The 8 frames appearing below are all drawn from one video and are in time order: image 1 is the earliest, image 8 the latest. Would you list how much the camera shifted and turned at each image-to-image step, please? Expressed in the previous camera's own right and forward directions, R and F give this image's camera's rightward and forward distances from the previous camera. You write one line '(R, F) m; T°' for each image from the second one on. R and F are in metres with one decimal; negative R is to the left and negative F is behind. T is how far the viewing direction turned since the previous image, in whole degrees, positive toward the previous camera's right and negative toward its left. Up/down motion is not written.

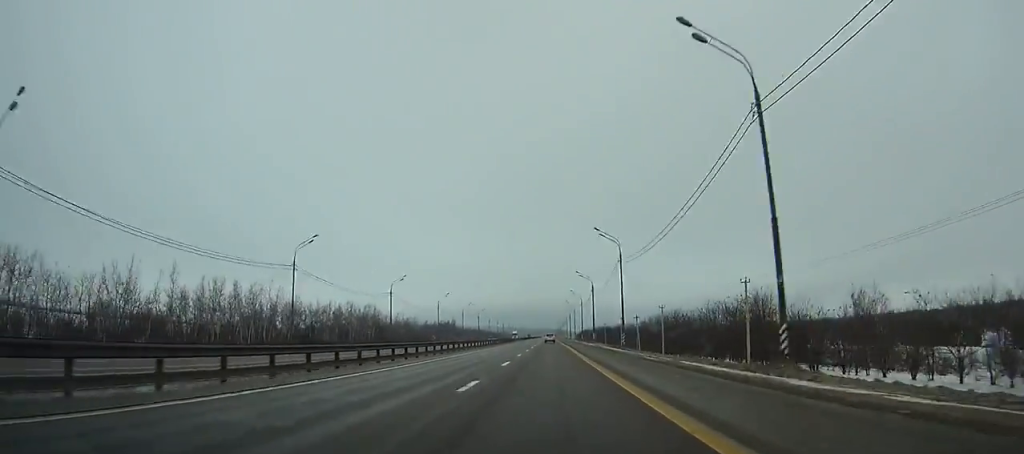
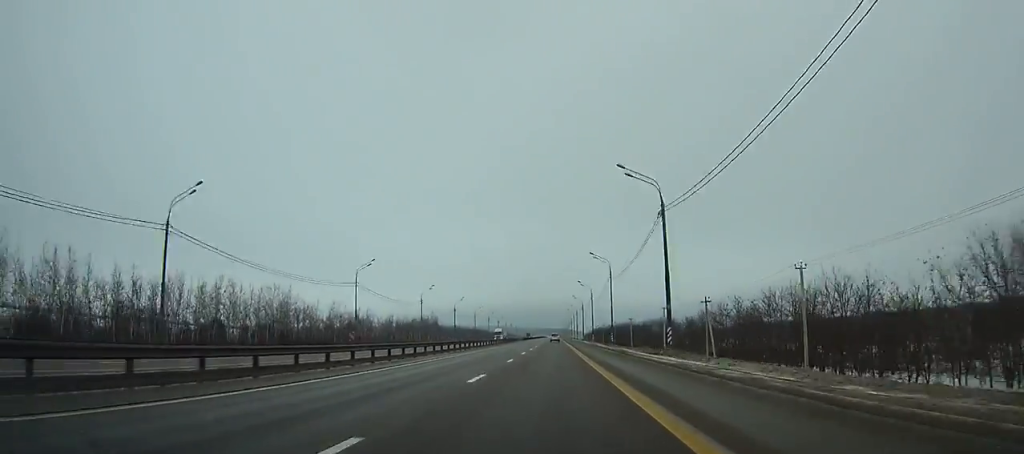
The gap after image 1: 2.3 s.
(-0.3, +57.1) m; 0°
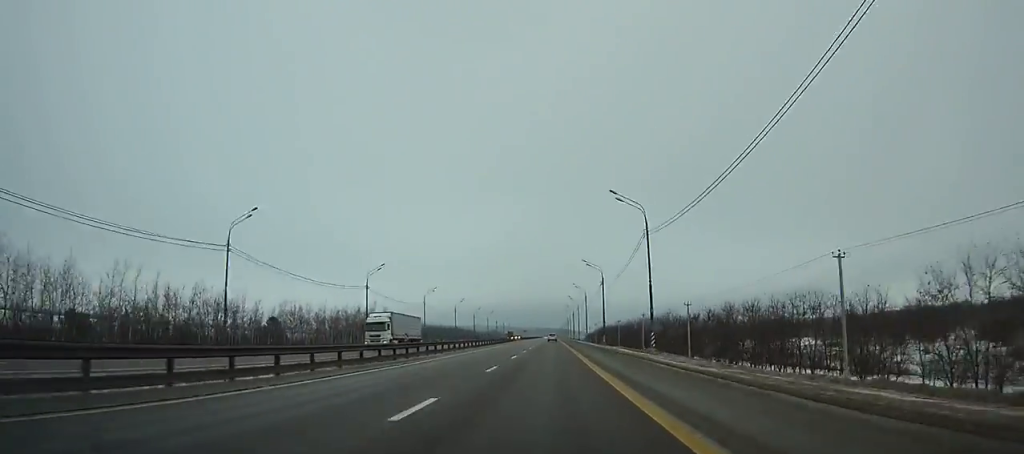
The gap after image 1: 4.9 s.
(0.0, +65.2) m; 0°
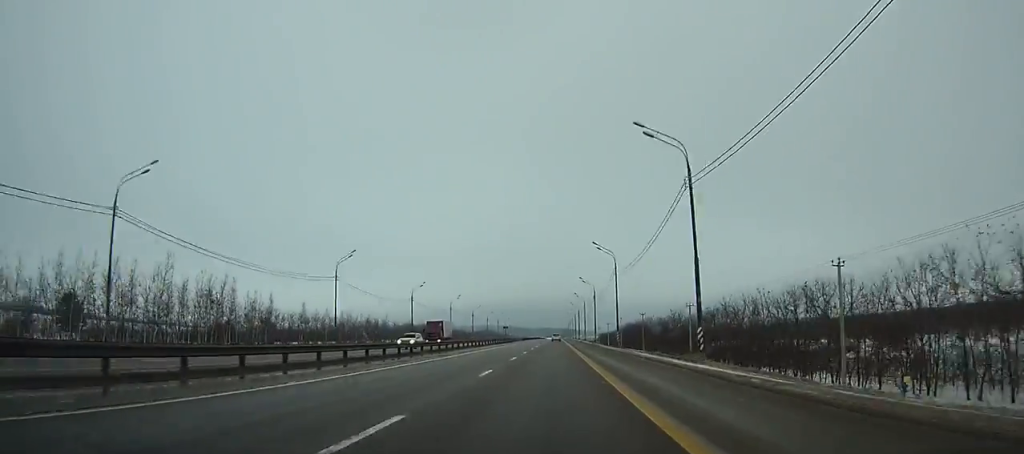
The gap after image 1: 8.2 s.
(0.0, +83.8) m; 0°
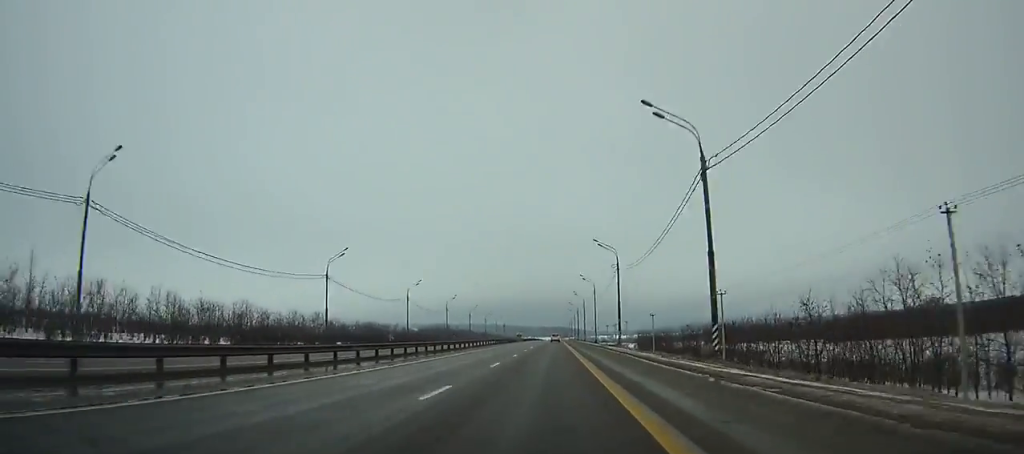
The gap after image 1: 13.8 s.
(+0.3, +144.9) m; 0°
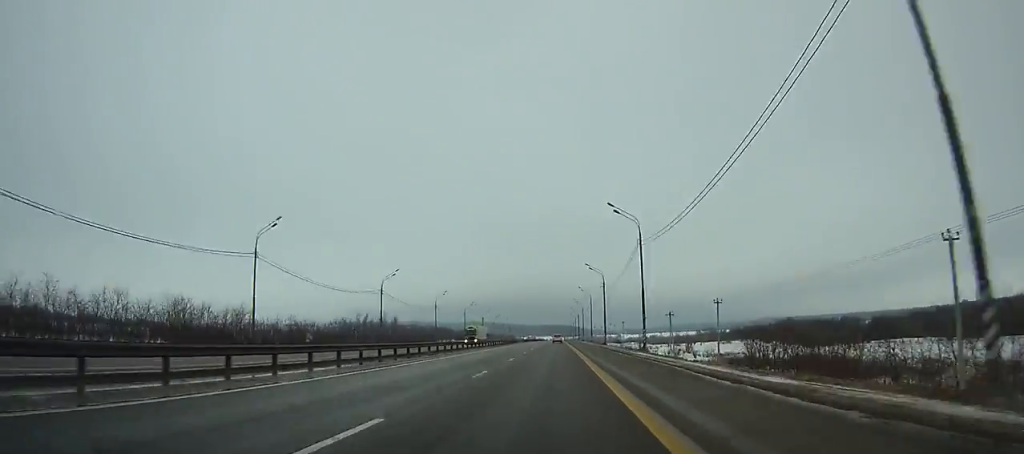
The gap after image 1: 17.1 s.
(-0.3, +86.7) m; 0°
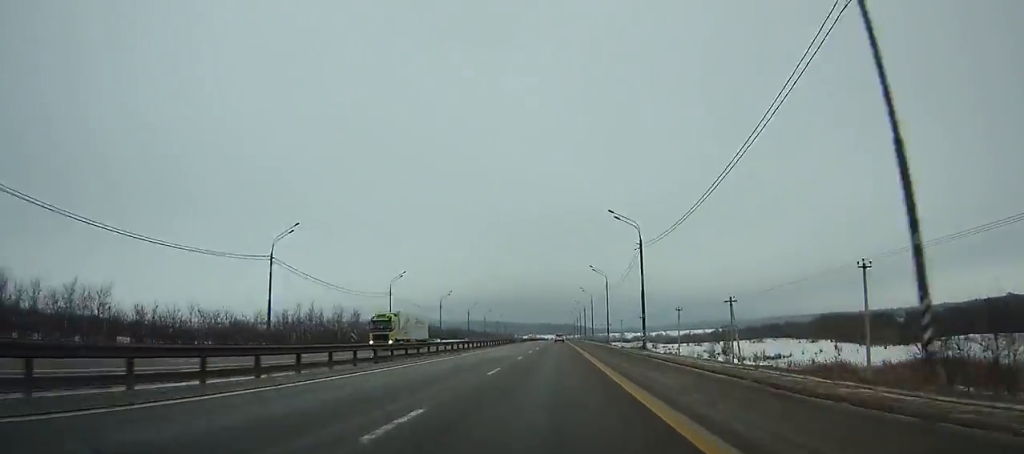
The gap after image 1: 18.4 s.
(0.0, +34.3) m; 0°
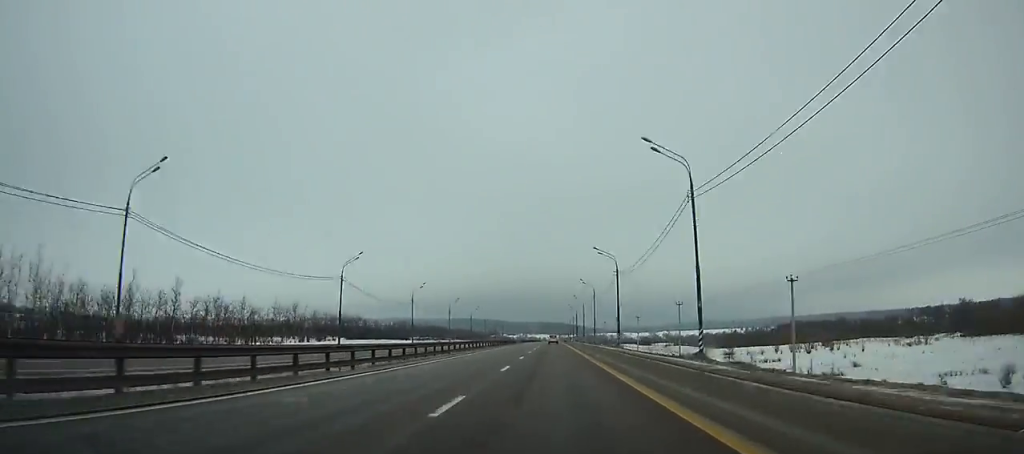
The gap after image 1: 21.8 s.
(+0.2, +90.4) m; 0°
